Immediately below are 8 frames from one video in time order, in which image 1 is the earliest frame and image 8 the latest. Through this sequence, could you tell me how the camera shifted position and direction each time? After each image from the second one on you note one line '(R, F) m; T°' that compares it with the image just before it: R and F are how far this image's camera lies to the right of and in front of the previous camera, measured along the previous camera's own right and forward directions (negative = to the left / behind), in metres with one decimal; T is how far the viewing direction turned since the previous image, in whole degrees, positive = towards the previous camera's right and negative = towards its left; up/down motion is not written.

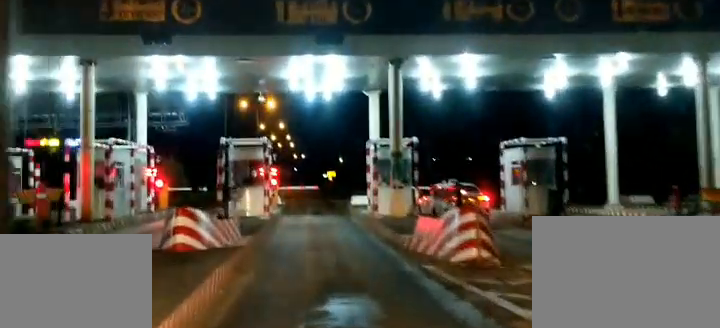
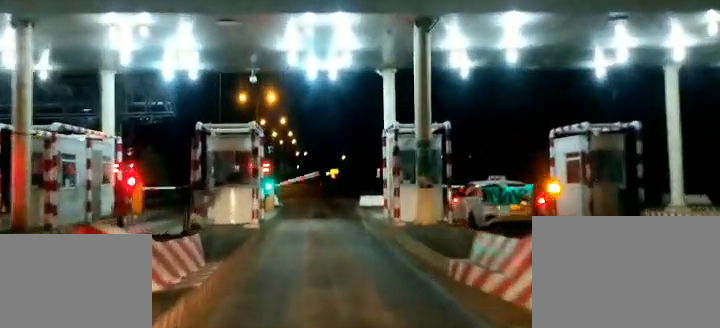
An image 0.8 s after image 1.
(0.0, +4.6) m; 0°
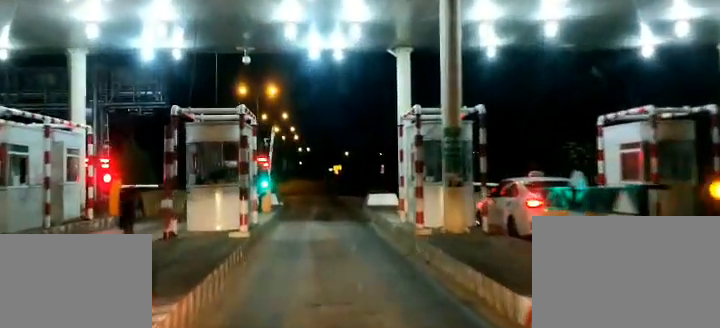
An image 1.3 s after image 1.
(0.0, +3.0) m; 0°
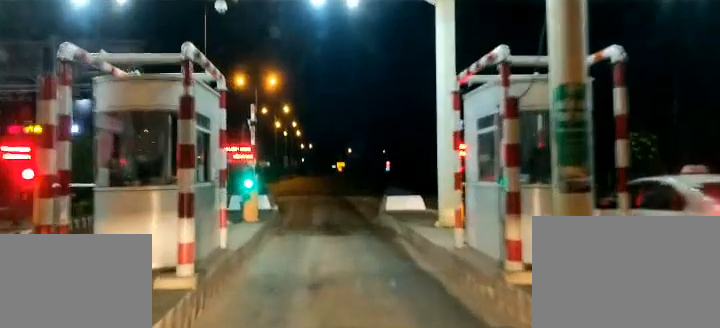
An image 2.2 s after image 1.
(0.0, +5.6) m; +2°
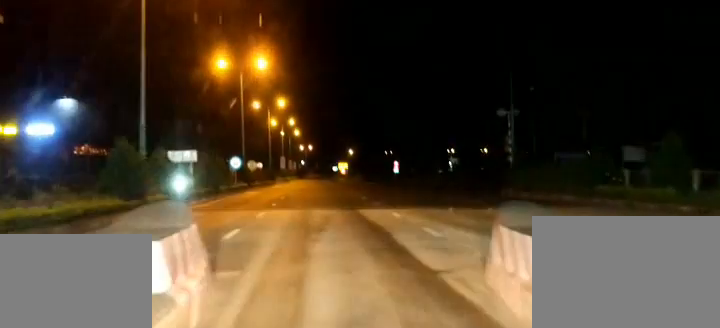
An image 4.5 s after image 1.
(+0.1, +14.3) m; -1°
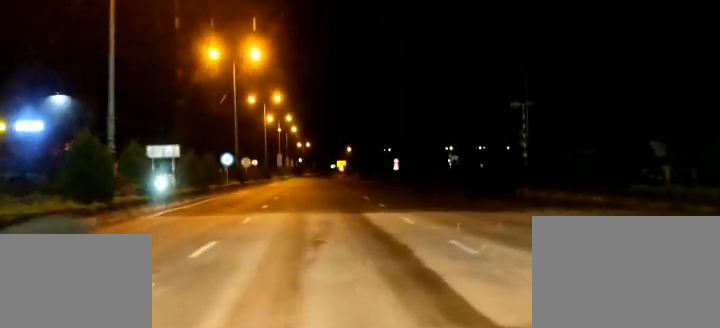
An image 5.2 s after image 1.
(+0.1, +4.6) m; +1°
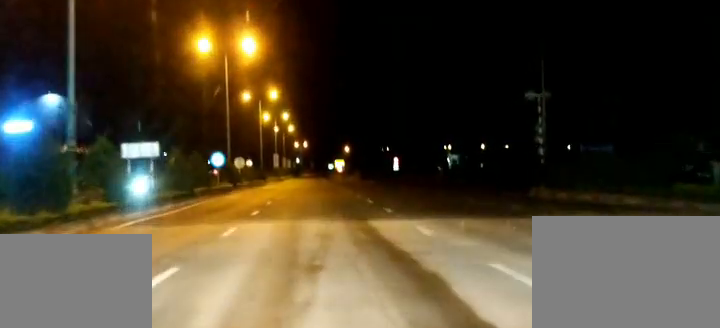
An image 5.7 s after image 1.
(0.0, +3.8) m; 0°
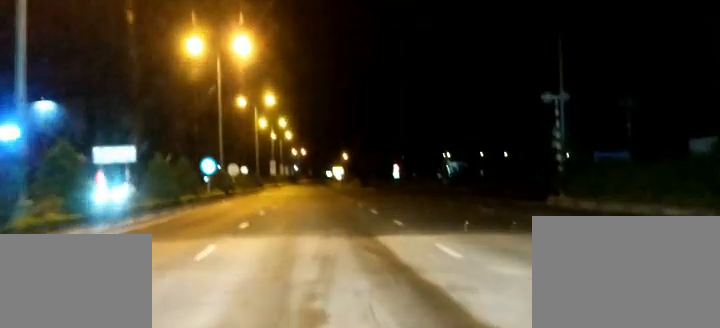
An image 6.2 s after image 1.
(0.0, +3.7) m; 0°
